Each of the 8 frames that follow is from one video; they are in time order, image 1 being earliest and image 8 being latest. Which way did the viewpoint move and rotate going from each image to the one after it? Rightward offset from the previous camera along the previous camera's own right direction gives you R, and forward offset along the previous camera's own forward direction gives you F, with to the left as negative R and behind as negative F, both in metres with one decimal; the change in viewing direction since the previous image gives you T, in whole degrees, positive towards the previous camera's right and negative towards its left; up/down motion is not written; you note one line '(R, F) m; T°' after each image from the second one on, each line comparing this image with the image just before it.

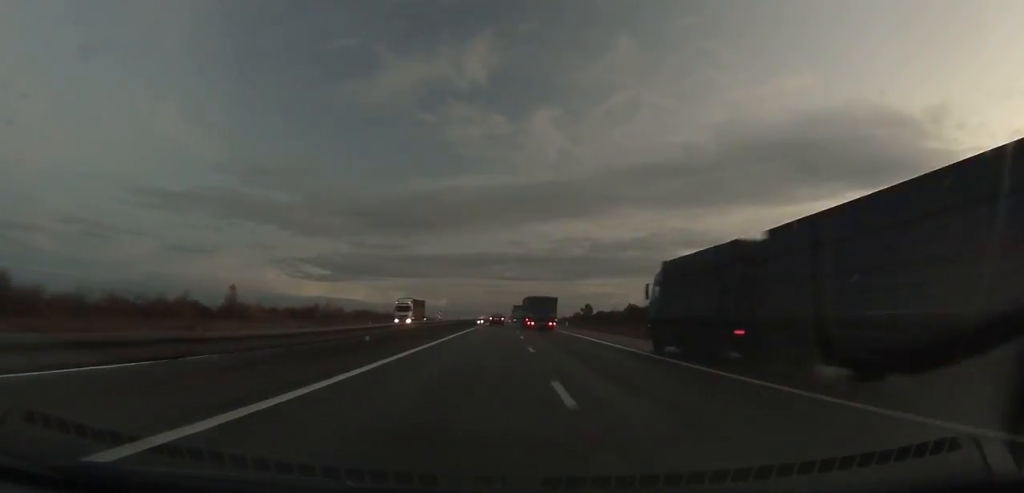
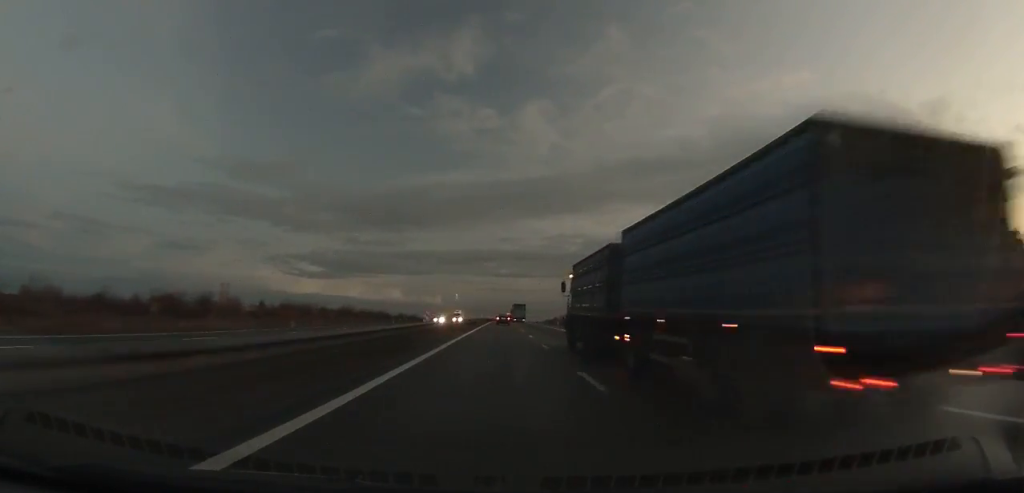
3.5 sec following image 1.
(+0.3, +80.6) m; +1°
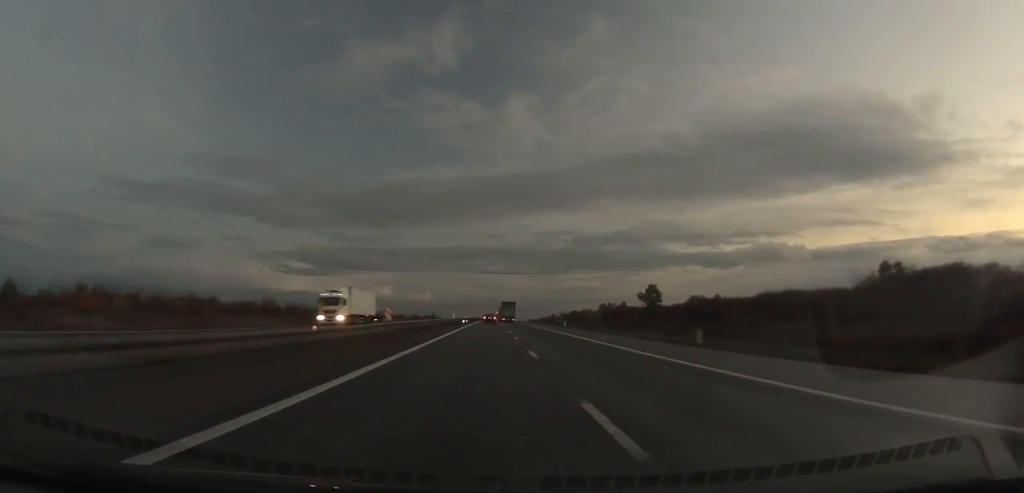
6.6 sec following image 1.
(+0.5, +74.8) m; +1°
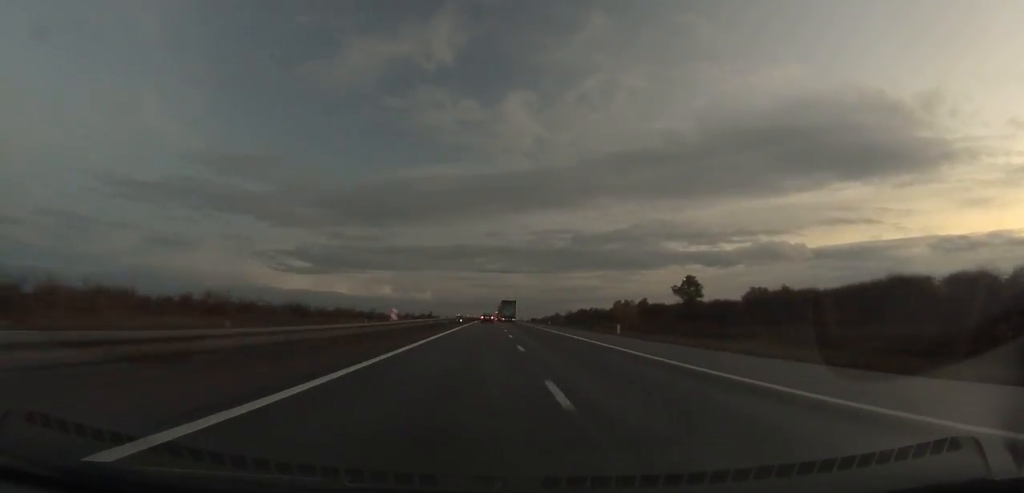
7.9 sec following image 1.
(+0.2, +32.4) m; 0°
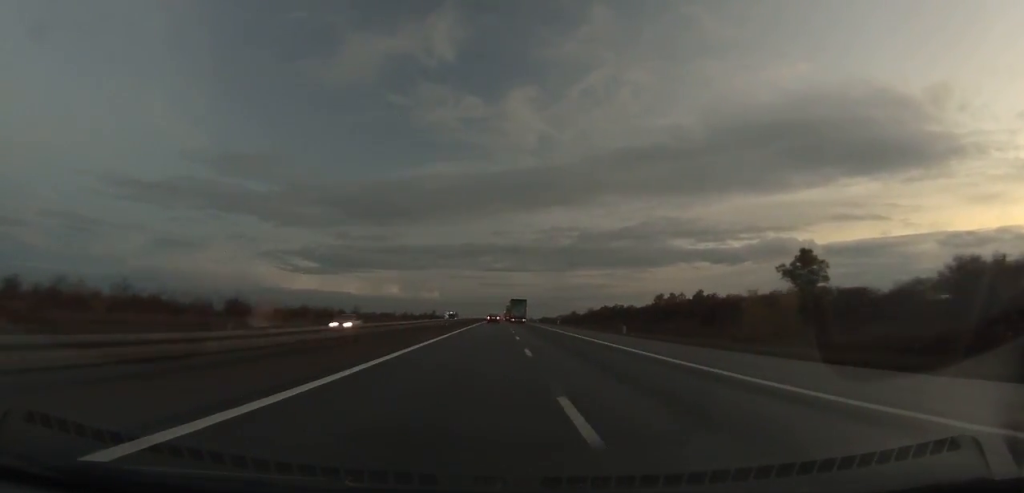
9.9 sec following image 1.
(+0.1, +51.7) m; 0°
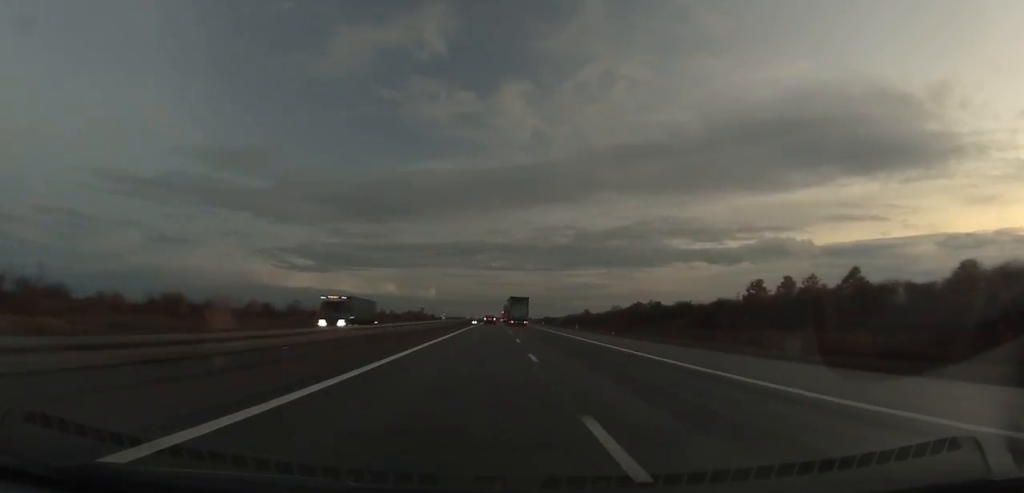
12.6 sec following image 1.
(-0.1, +72.6) m; 0°
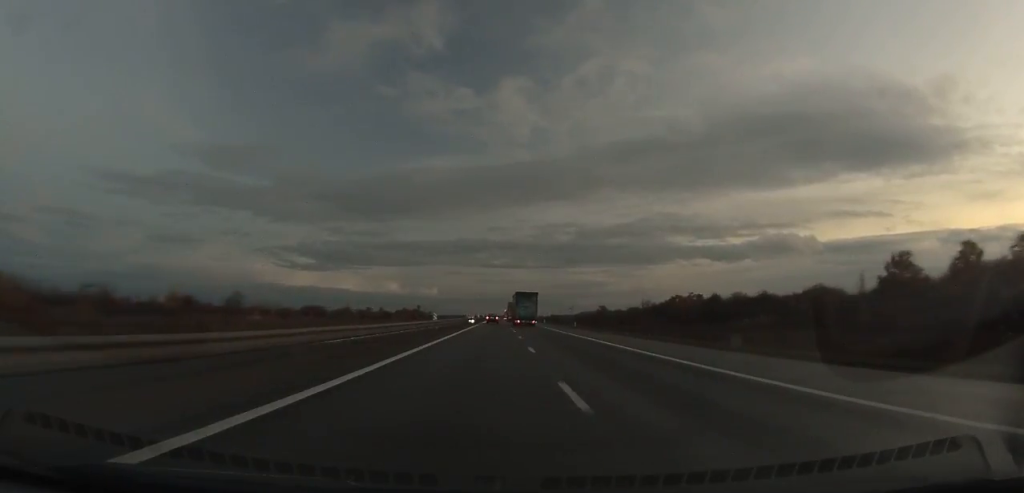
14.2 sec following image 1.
(-0.1, +44.7) m; 0°
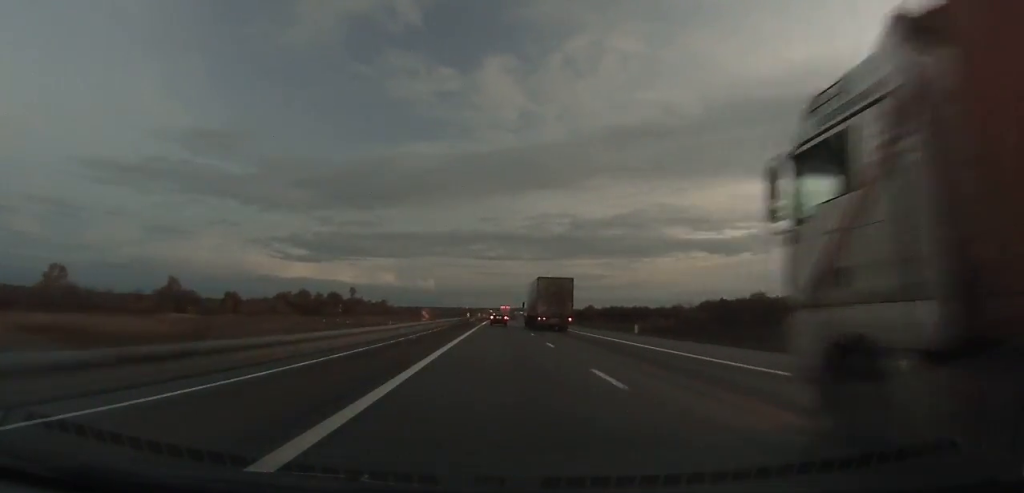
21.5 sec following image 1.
(-1.4, +220.6) m; 0°
